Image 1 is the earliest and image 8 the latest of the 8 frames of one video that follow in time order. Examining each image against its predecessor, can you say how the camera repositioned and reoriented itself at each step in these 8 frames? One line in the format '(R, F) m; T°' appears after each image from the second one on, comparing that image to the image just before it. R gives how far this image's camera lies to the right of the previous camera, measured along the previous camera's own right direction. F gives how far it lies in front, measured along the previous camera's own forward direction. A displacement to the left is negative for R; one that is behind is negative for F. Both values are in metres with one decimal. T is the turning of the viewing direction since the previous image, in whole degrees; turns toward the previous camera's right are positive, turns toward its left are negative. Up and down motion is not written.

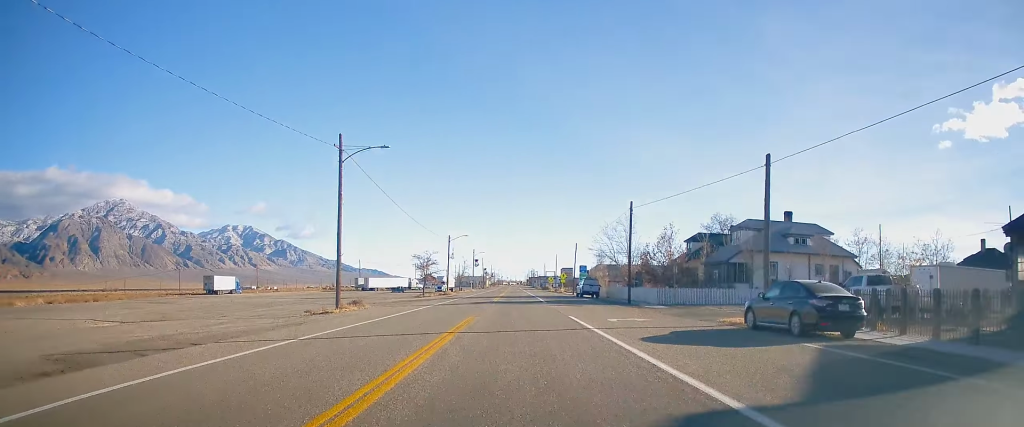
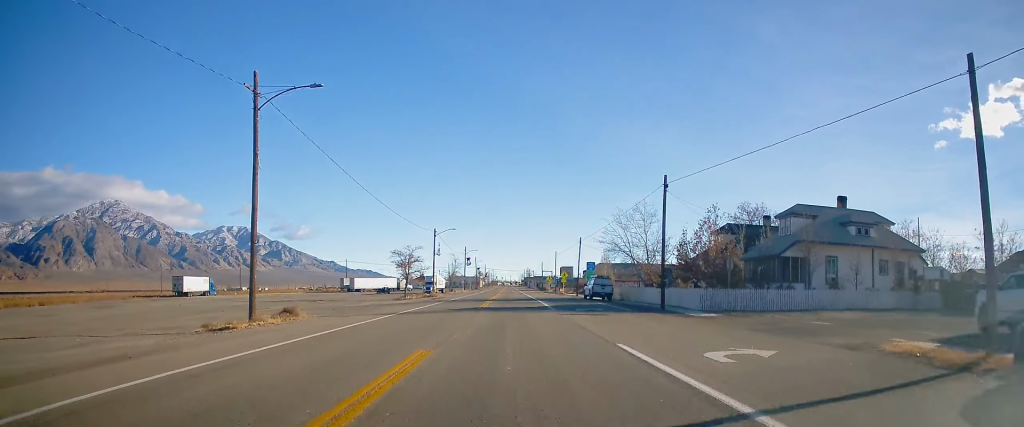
(-0.1, +11.1) m; +1°
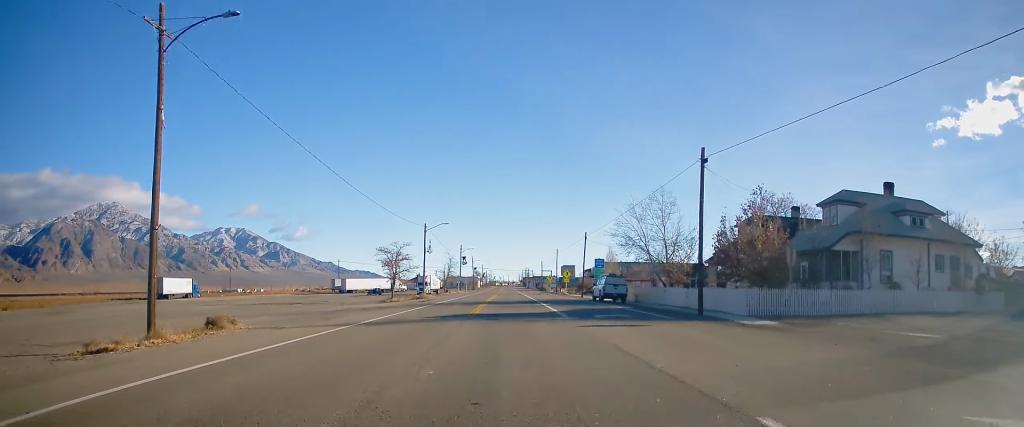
(+0.1, +7.0) m; +1°
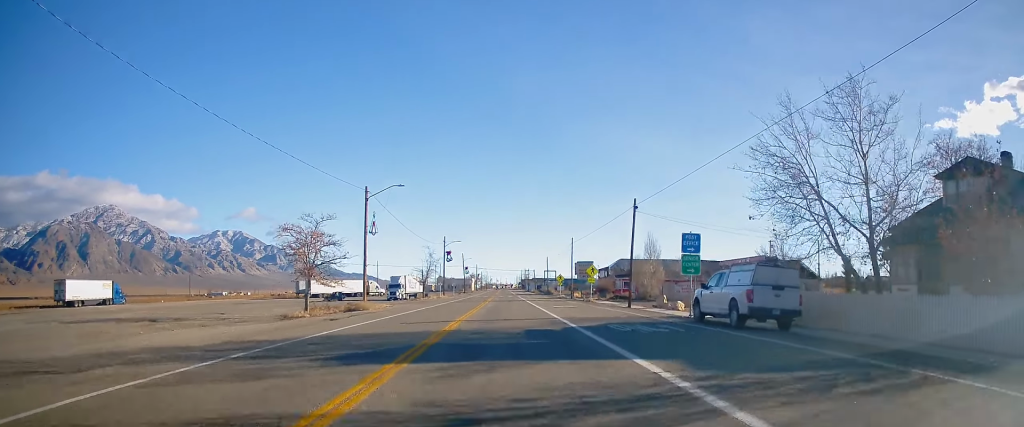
(+0.6, +28.5) m; +1°
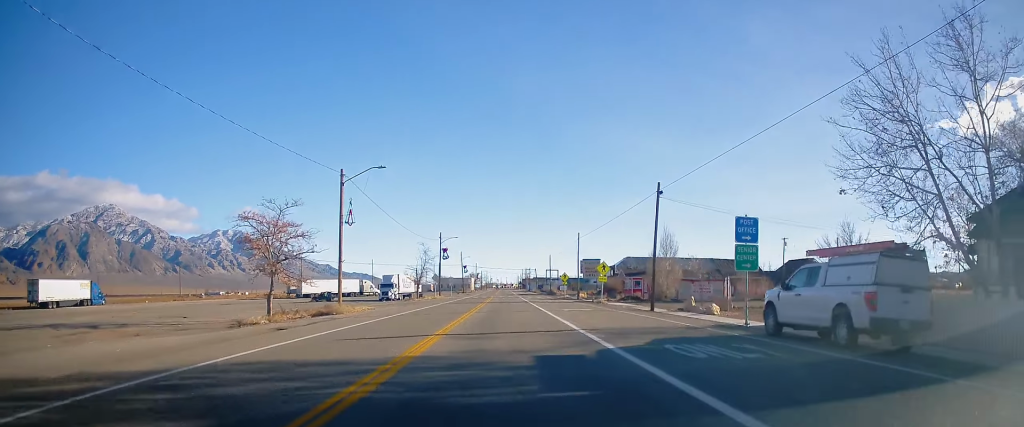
(+0.2, +6.6) m; -1°
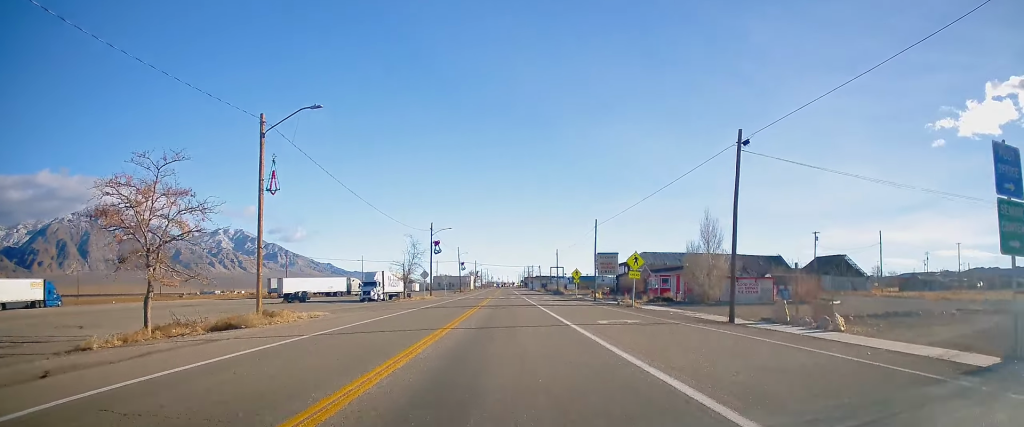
(-0.6, +12.5) m; -2°
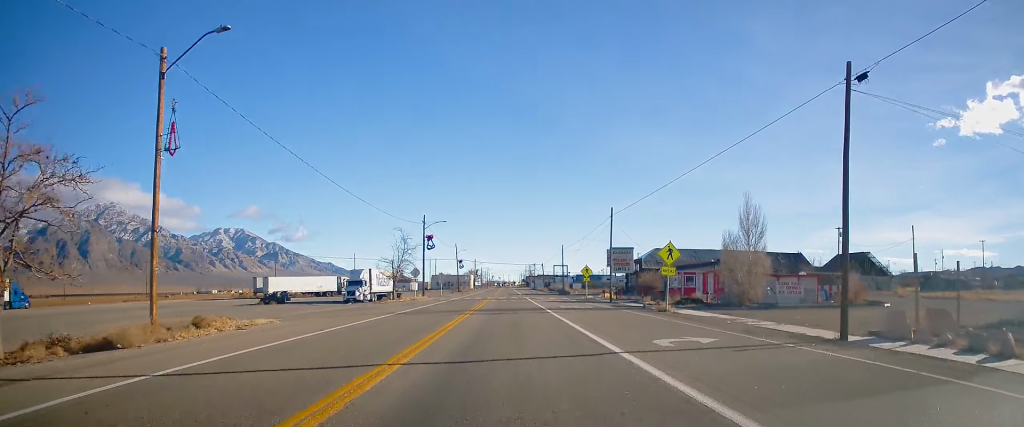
(0.0, +8.1) m; +1°
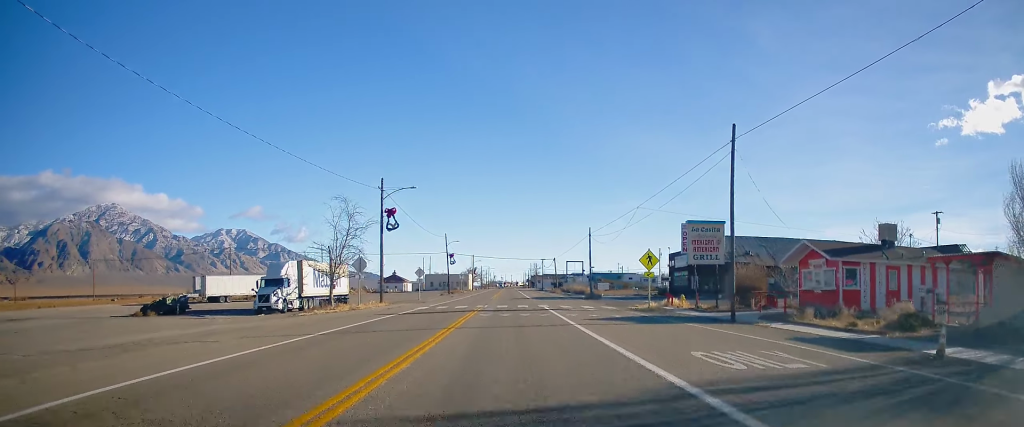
(+0.6, +26.3) m; 0°
